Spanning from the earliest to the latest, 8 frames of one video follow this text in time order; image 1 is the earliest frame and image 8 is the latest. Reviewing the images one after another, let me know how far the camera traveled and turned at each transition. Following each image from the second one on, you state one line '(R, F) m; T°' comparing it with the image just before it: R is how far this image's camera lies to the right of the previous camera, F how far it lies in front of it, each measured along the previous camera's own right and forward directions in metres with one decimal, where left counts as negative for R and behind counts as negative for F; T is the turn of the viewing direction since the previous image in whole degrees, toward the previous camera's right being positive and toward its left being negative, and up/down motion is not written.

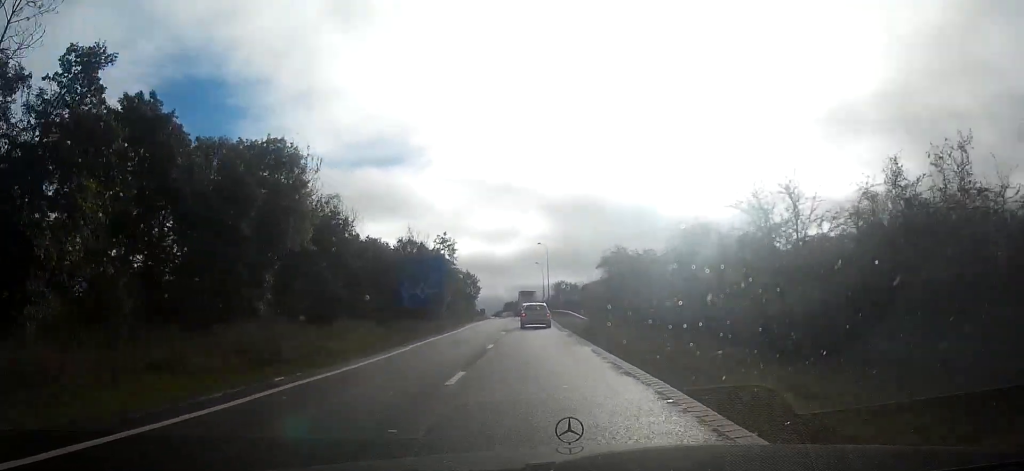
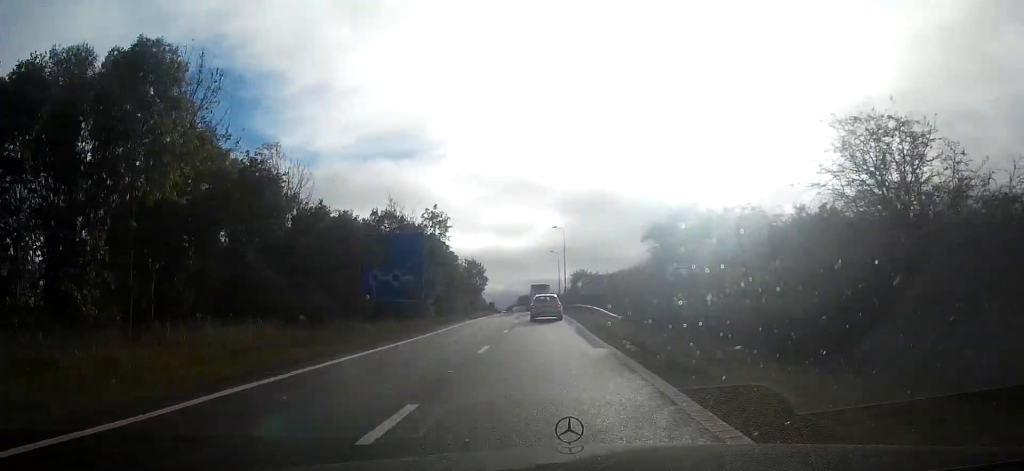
(-0.1, +14.5) m; -2°
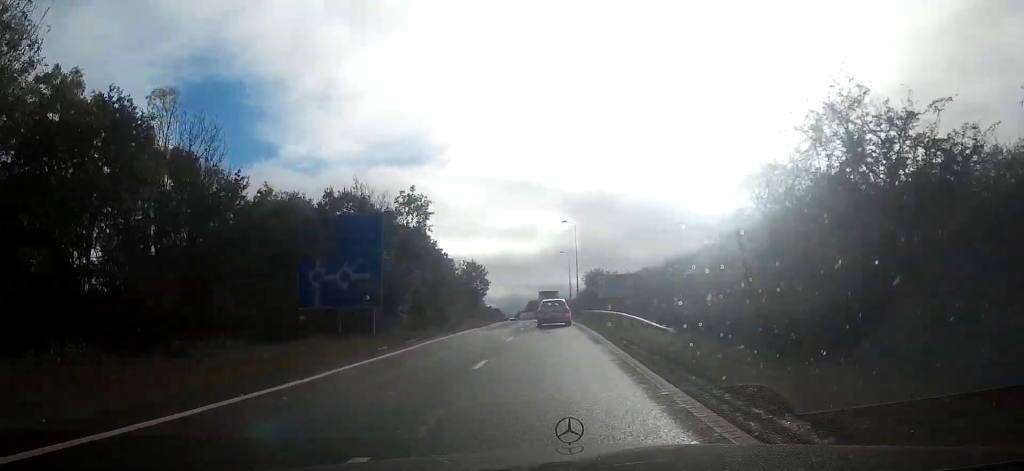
(-0.2, +11.7) m; -1°
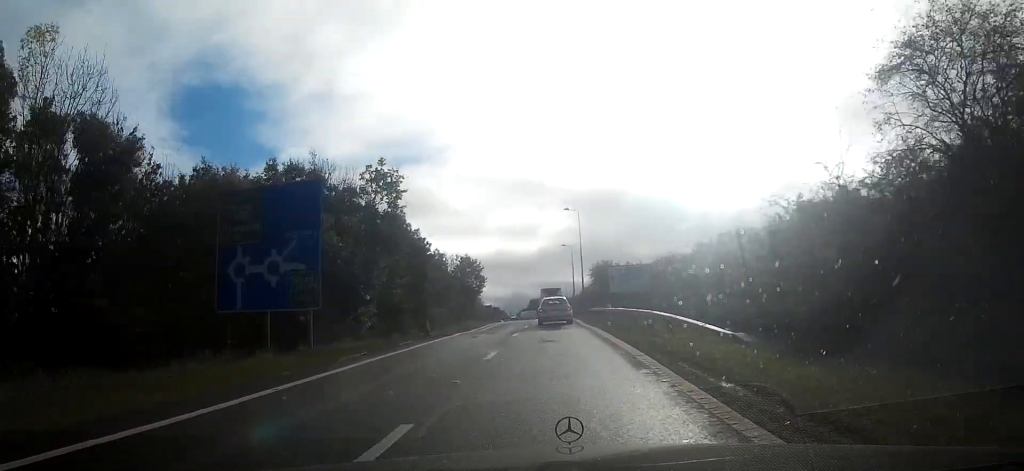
(-0.1, +8.1) m; 0°
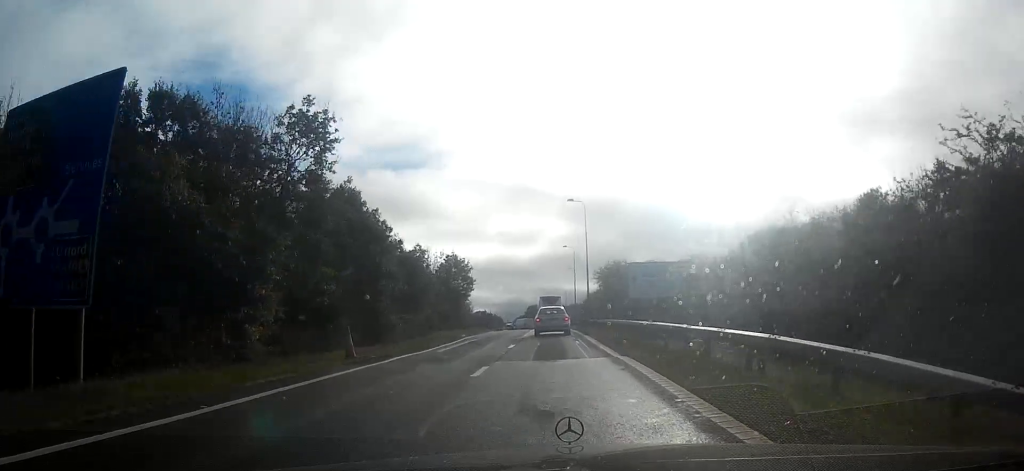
(0.0, +11.5) m; +1°
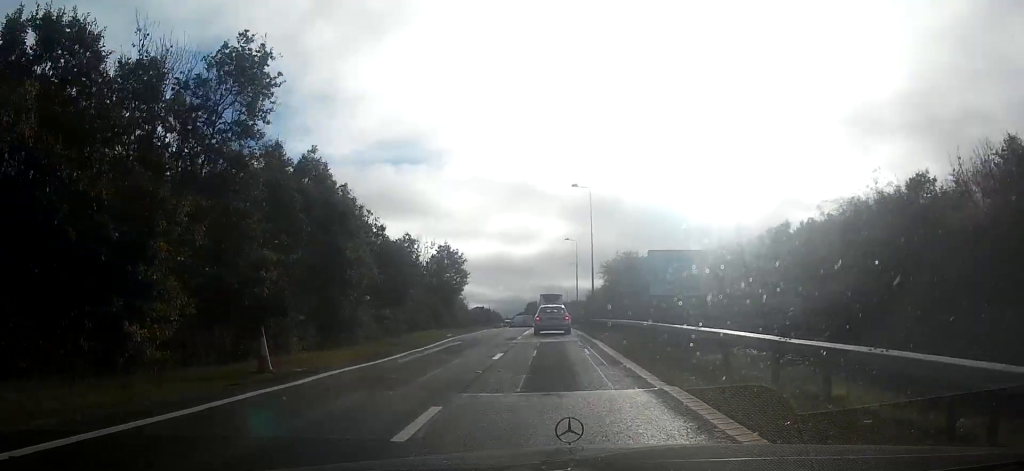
(+0.2, +5.8) m; 0°
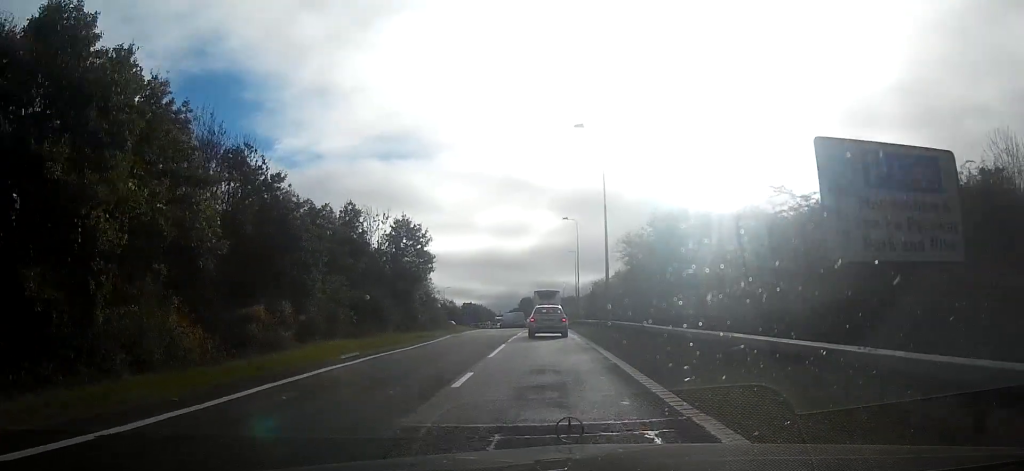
(-0.1, +17.3) m; -2°
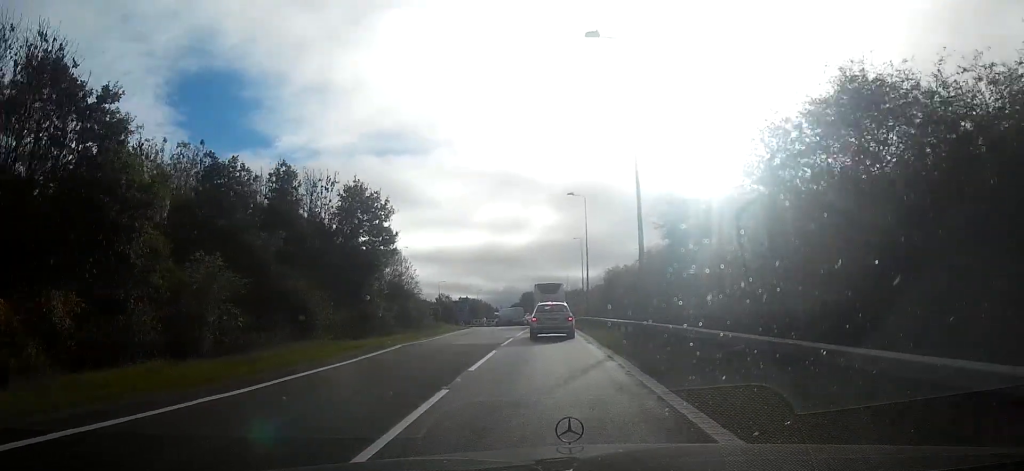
(-0.1, +12.5) m; 0°
